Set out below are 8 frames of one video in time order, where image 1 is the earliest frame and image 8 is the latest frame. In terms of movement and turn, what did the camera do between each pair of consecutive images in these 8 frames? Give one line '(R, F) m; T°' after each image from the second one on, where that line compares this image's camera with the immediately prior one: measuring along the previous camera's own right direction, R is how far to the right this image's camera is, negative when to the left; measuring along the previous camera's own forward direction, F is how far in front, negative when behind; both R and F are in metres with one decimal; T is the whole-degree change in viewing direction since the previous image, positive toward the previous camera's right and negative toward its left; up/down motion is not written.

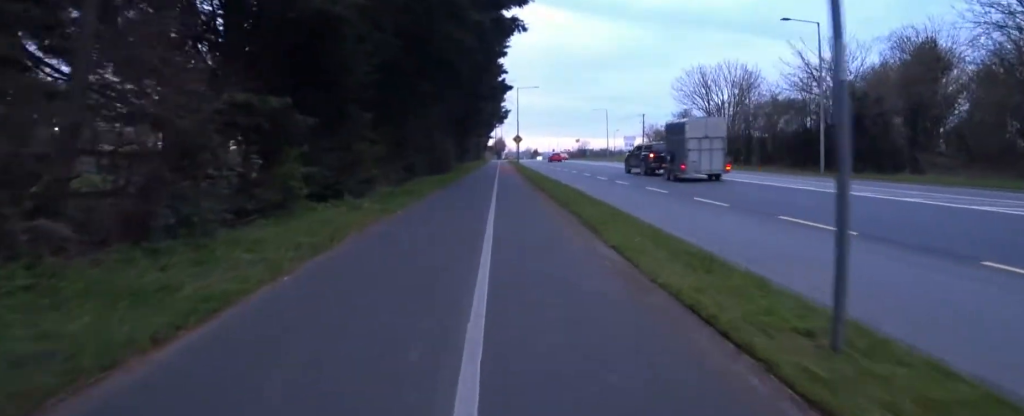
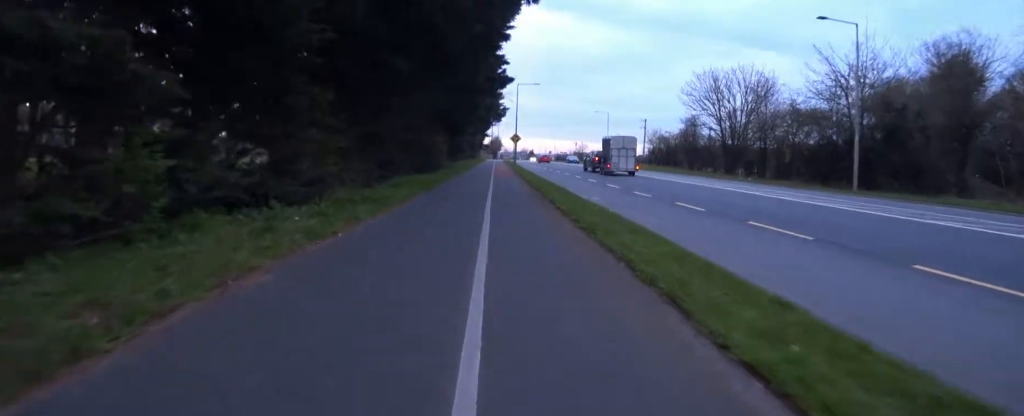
(+0.2, +3.1) m; +2°
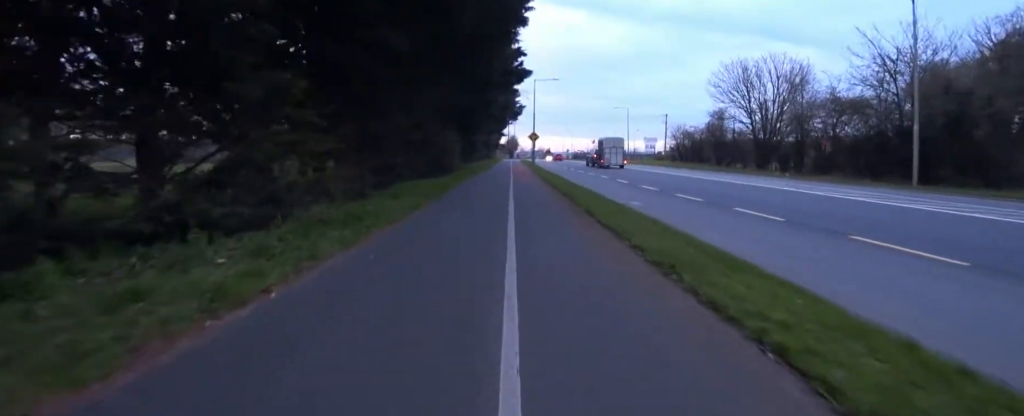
(0.0, +2.3) m; -3°
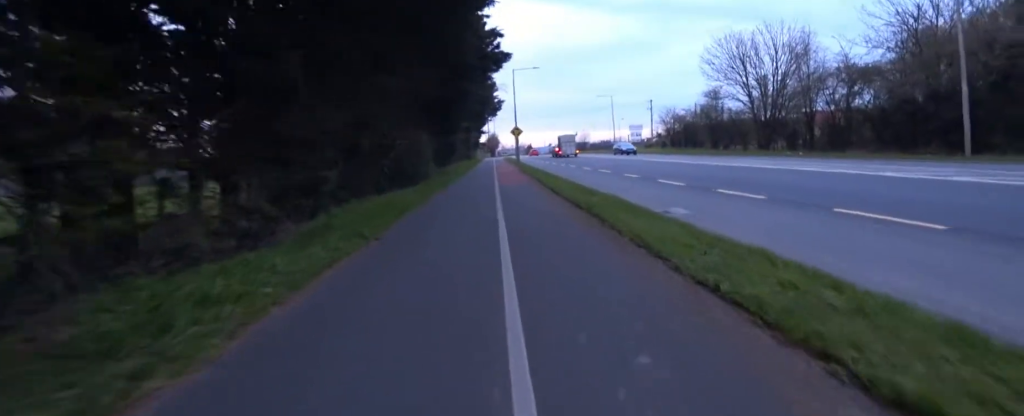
(-0.2, +4.1) m; -2°
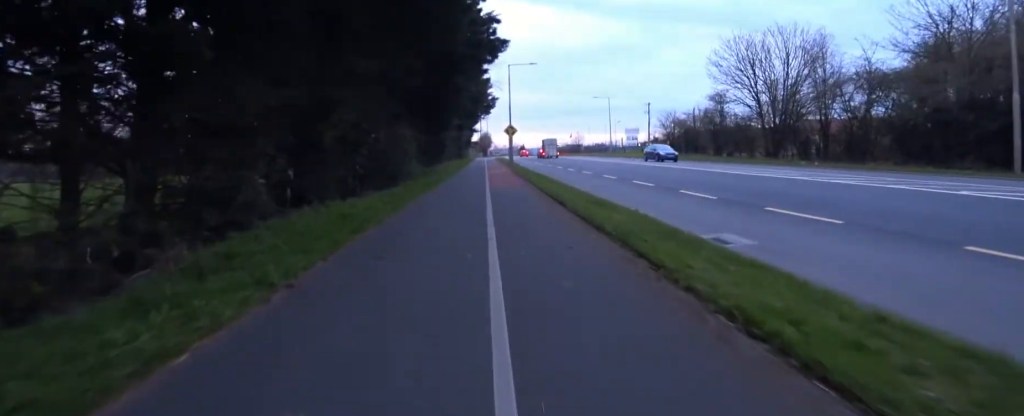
(-0.2, +2.6) m; 0°
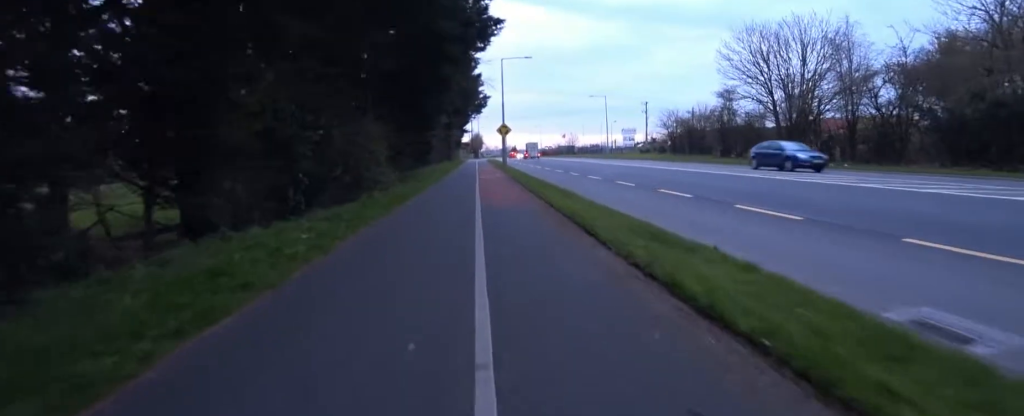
(+0.3, +3.4) m; 0°
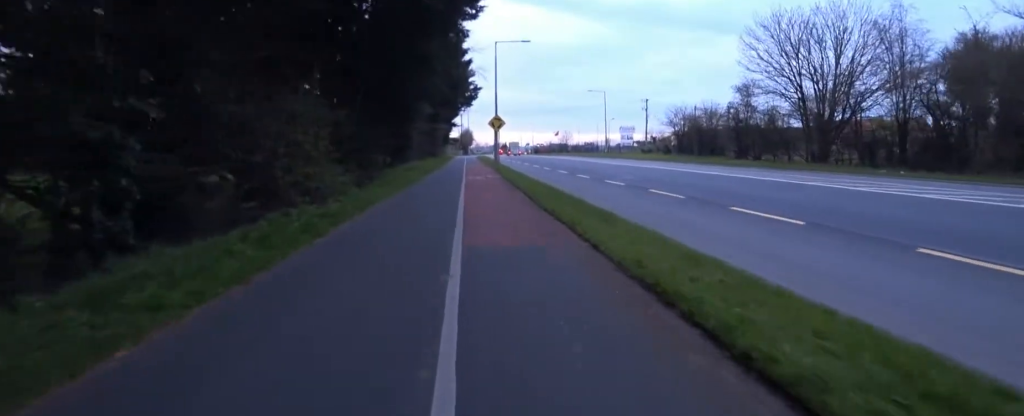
(-0.2, +4.7) m; 0°
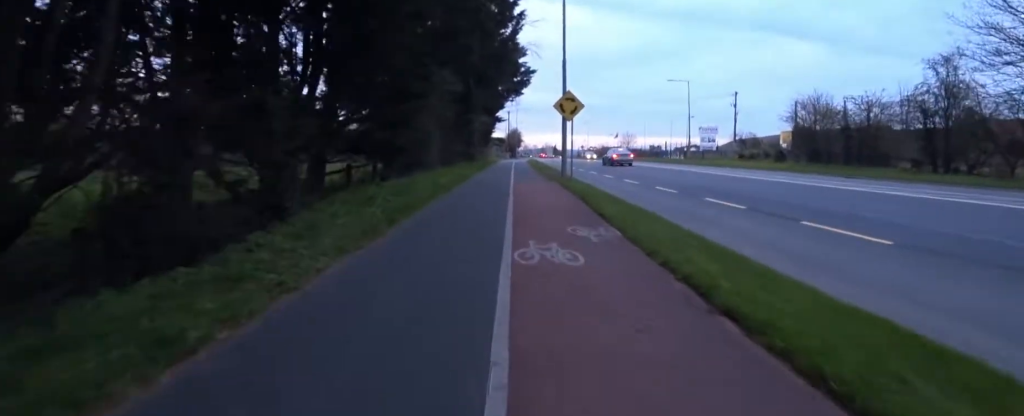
(+0.6, +12.8) m; 0°
